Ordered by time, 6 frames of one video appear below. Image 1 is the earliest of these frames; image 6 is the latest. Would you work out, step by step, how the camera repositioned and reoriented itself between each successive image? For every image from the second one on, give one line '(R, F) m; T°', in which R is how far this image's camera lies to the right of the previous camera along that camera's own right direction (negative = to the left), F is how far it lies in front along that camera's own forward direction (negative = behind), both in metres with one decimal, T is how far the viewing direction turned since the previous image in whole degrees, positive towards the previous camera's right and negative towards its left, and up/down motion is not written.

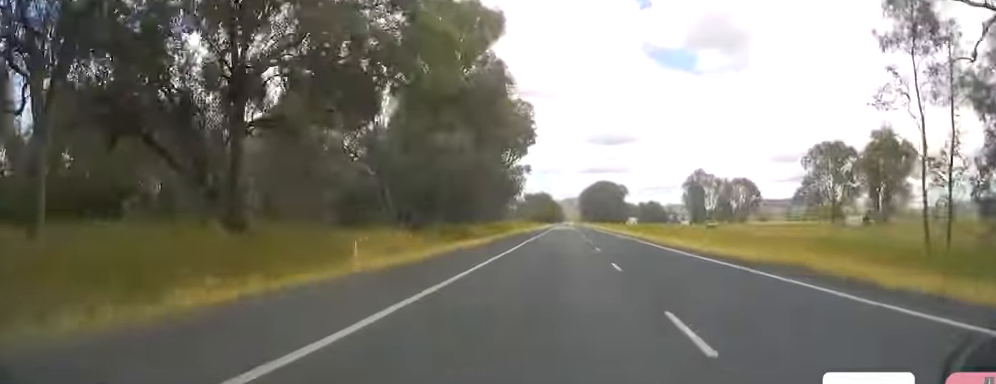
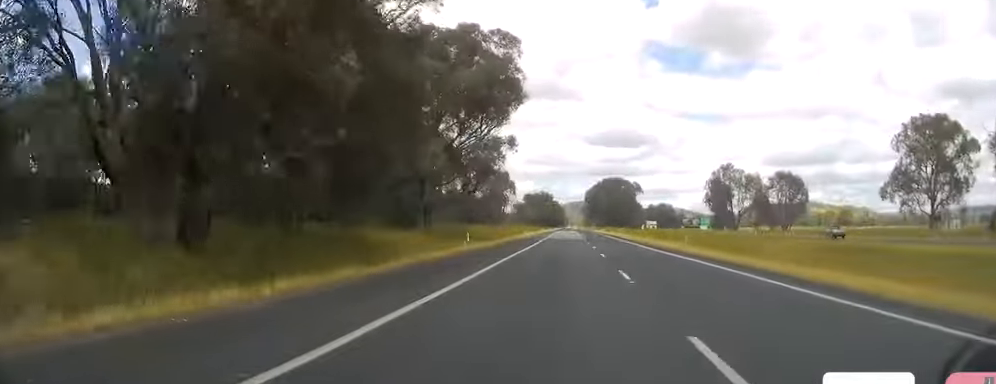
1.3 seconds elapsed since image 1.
(+0.4, +37.1) m; +1°
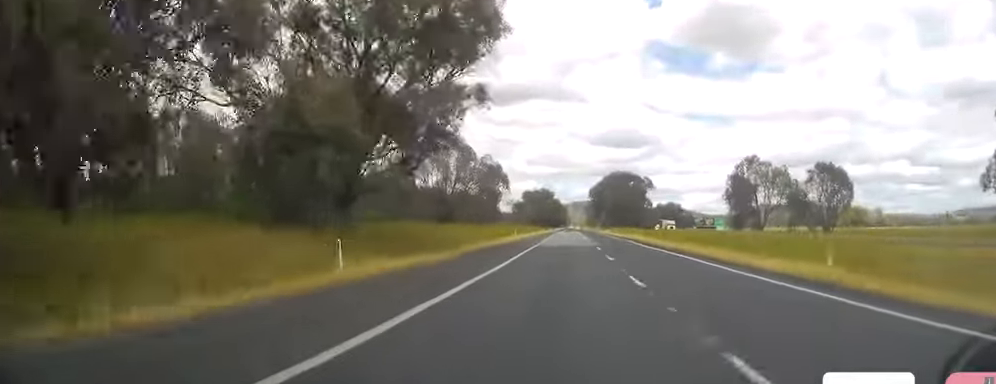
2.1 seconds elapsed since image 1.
(0.0, +25.3) m; -1°
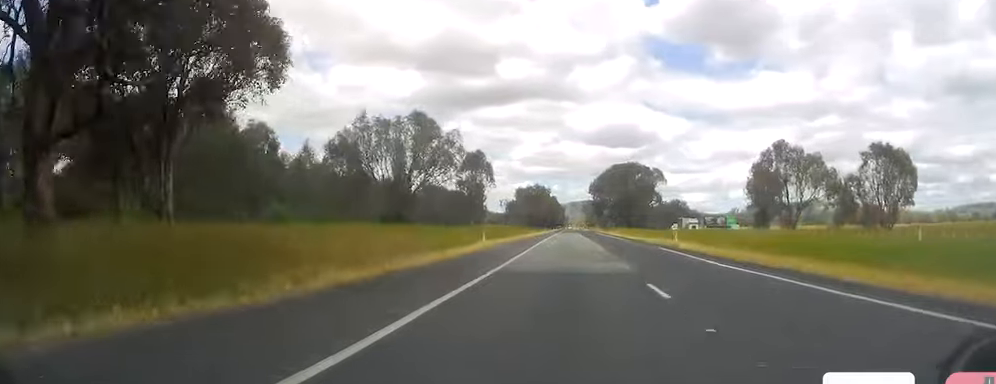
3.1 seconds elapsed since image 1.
(-0.6, +27.3) m; 0°
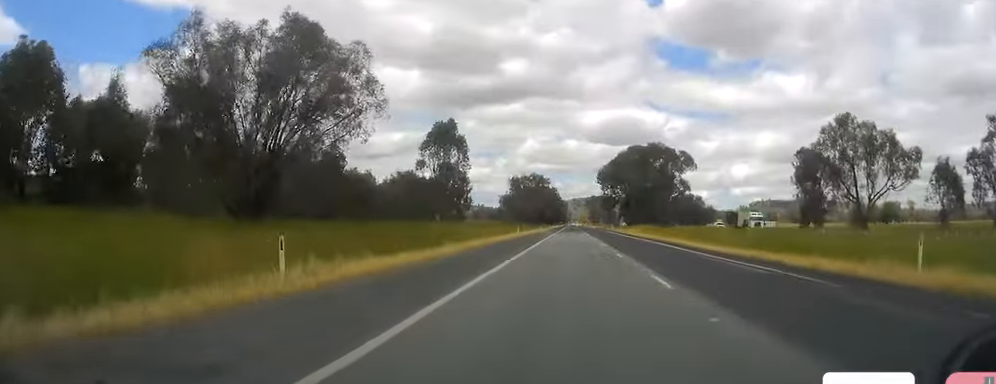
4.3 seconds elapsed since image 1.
(+0.6, +36.1) m; +1°
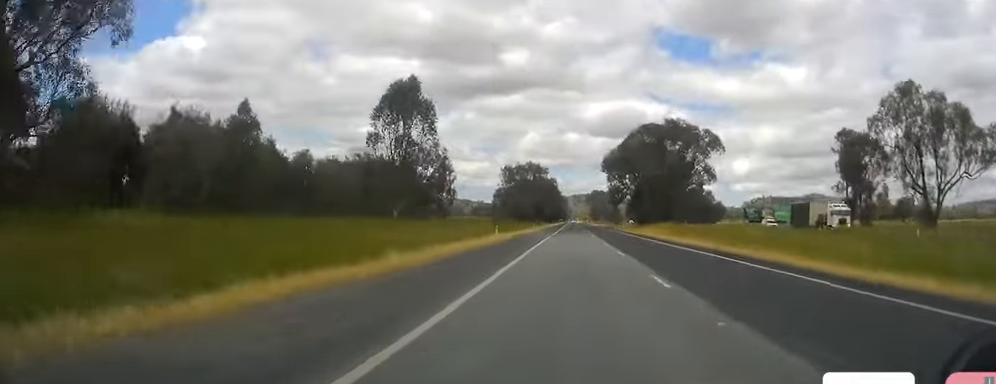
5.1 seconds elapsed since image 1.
(-0.2, +23.5) m; -1°
